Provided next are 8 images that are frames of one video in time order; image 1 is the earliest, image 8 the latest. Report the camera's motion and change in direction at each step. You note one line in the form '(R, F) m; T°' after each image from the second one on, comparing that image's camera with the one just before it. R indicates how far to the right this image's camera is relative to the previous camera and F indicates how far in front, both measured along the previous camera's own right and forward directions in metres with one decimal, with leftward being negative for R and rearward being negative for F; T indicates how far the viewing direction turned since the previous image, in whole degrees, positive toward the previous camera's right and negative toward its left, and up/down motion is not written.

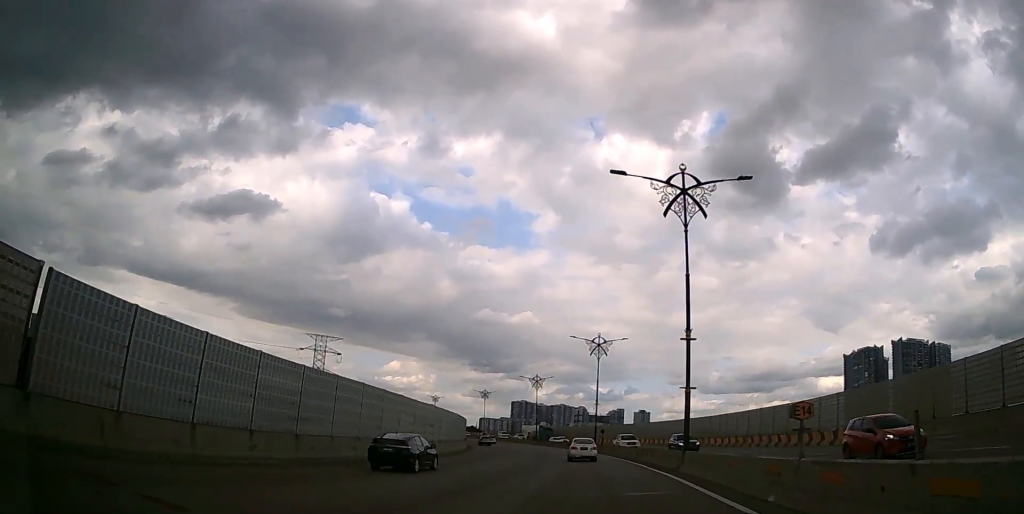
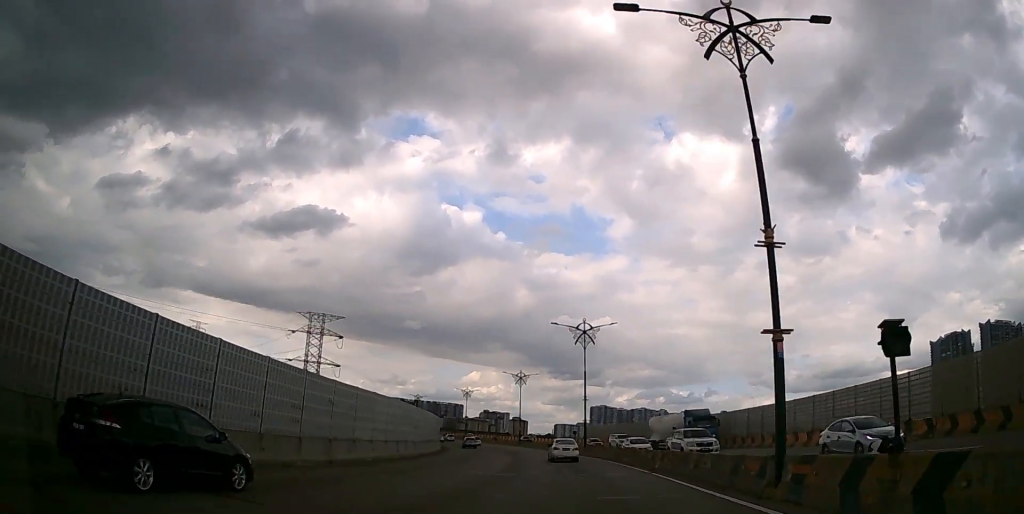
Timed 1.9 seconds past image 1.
(-2.6, +48.6) m; -8°
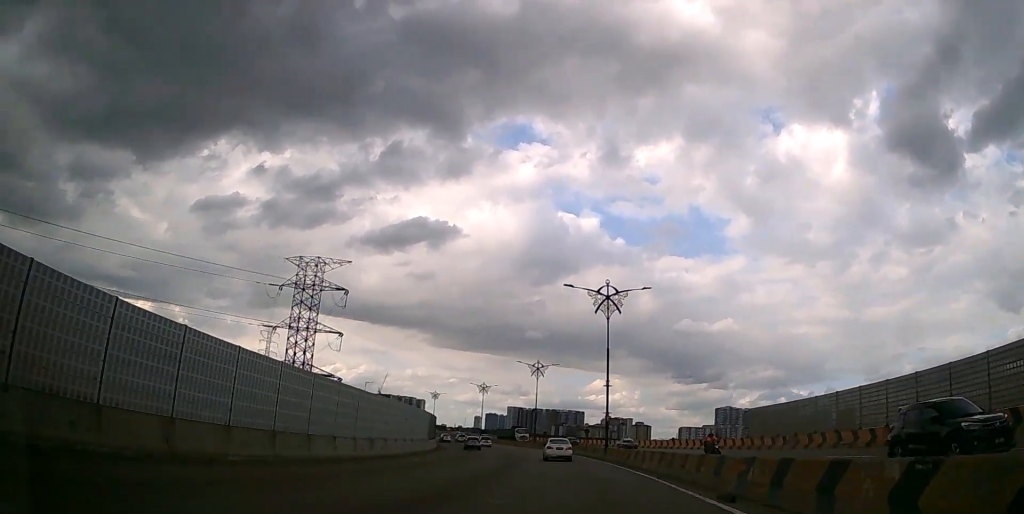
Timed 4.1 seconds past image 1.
(-5.9, +54.3) m; -12°
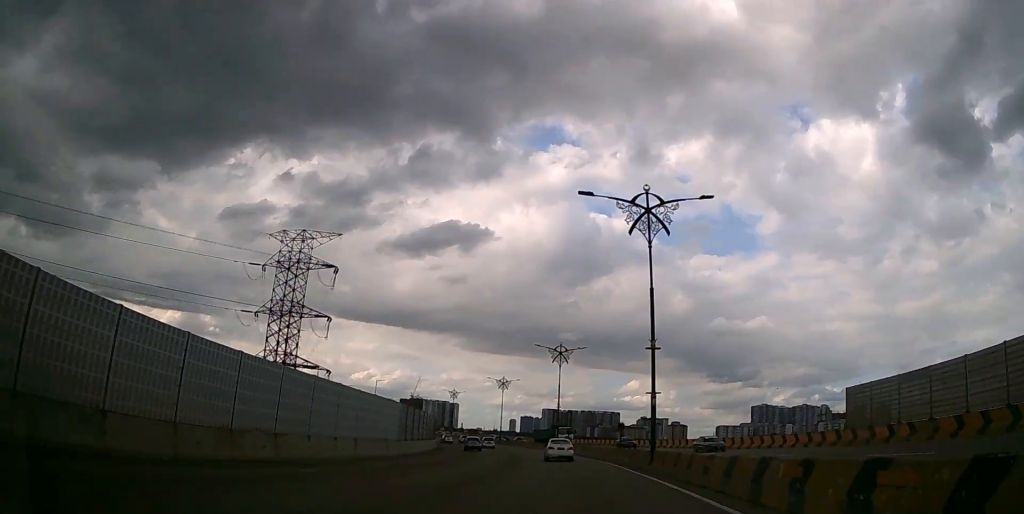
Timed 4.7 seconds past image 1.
(-0.3, +15.8) m; -3°
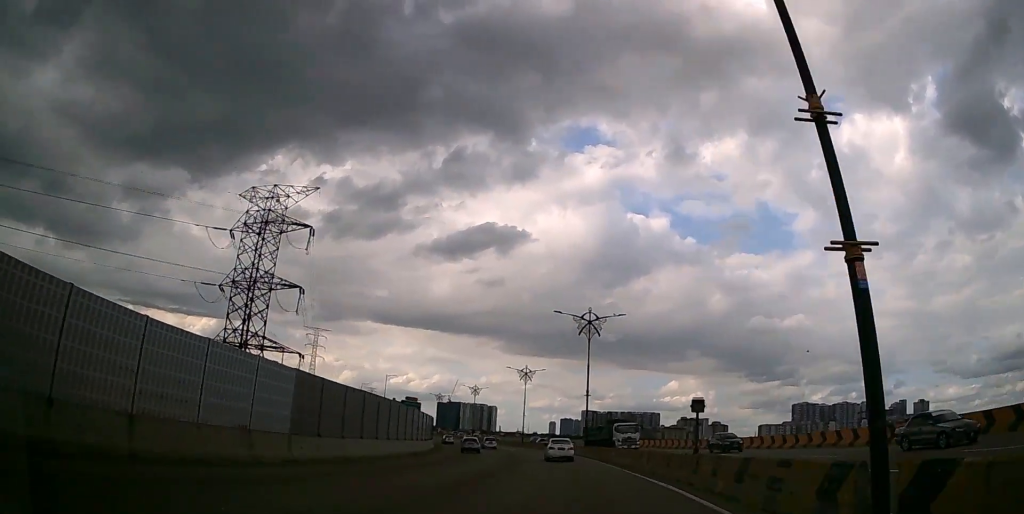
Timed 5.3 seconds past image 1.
(-0.5, +16.8) m; -4°
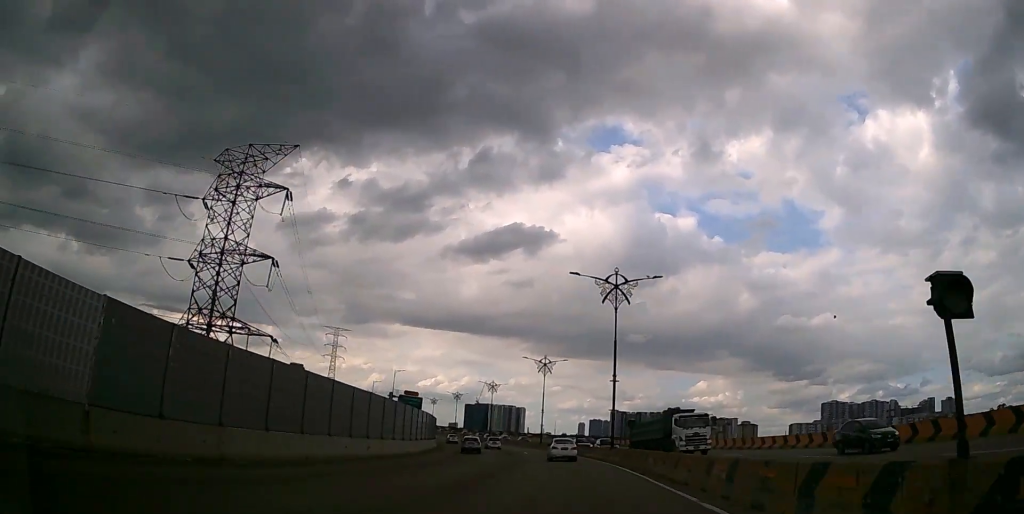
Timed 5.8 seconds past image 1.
(-0.3, +11.2) m; -3°
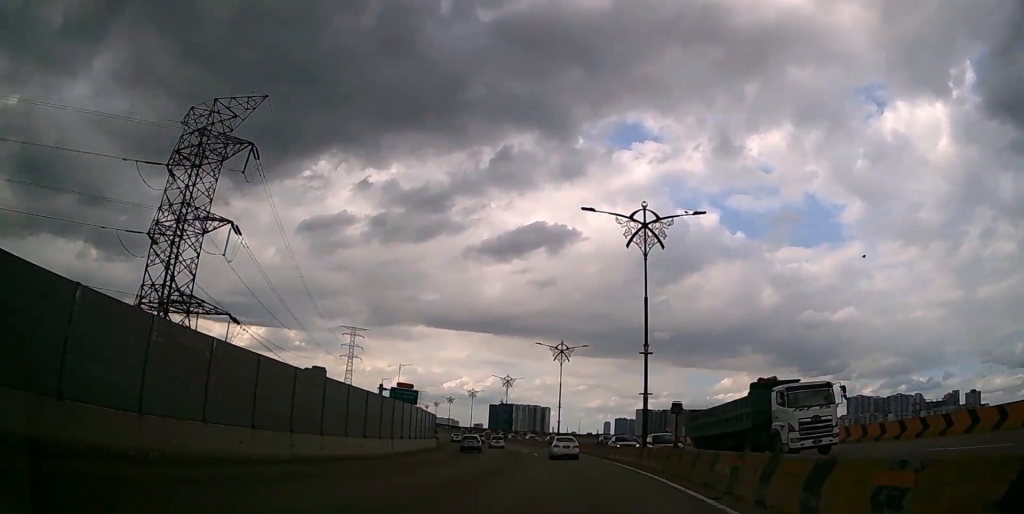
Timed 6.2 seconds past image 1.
(-0.3, +11.3) m; -3°
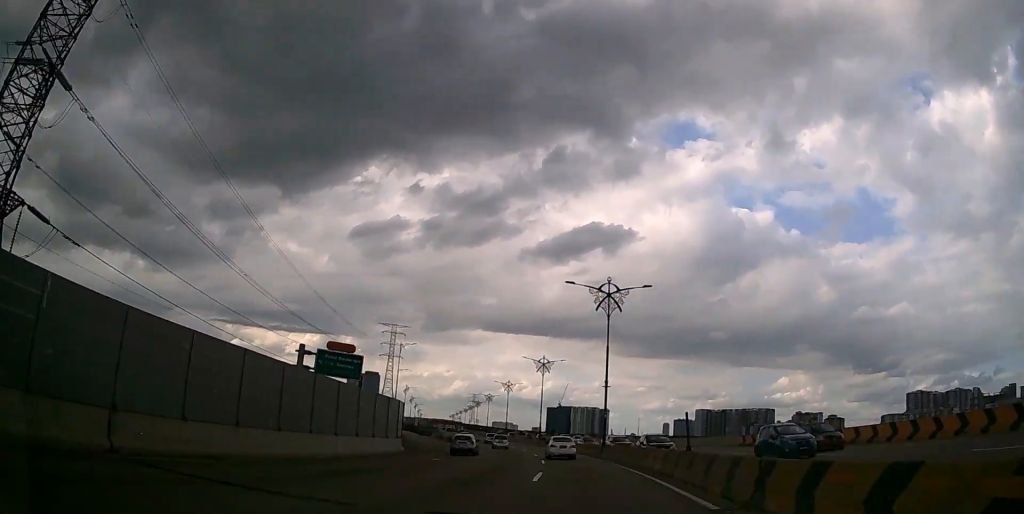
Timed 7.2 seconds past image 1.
(-1.4, +25.8) m; -6°
